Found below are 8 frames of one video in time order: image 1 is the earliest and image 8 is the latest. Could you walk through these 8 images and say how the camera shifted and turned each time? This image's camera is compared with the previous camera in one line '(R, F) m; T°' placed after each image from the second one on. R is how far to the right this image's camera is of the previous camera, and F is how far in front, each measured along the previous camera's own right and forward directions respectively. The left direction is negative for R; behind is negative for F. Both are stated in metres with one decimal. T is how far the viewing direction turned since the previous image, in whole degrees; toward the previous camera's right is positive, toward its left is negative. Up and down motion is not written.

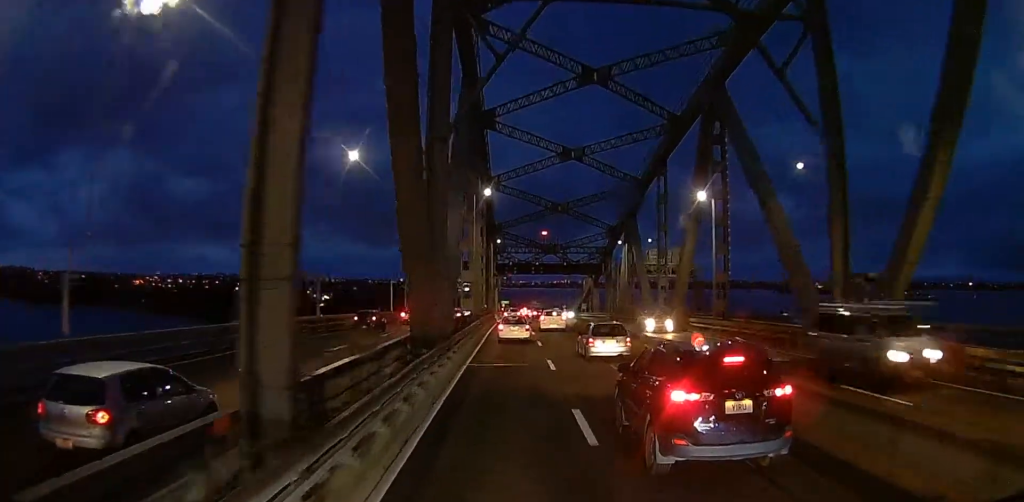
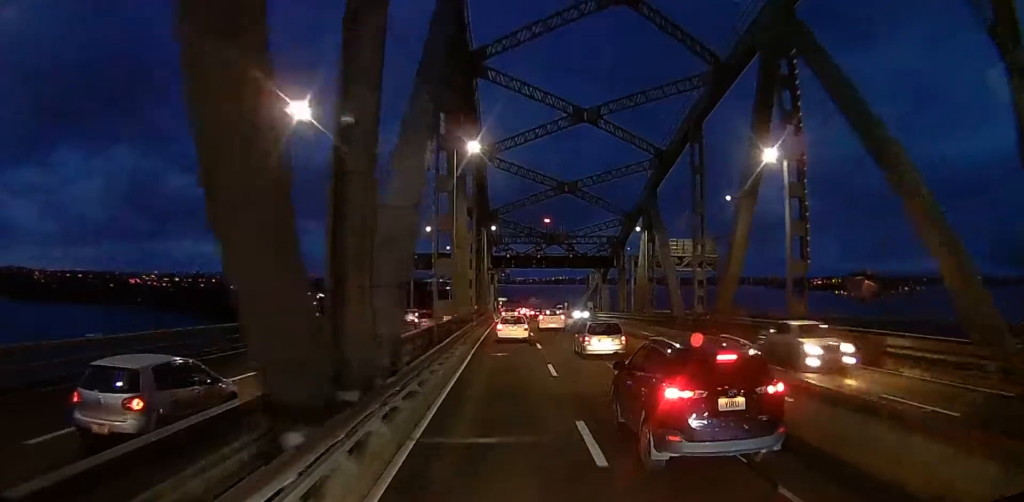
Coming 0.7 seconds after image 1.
(-0.2, +11.6) m; -1°
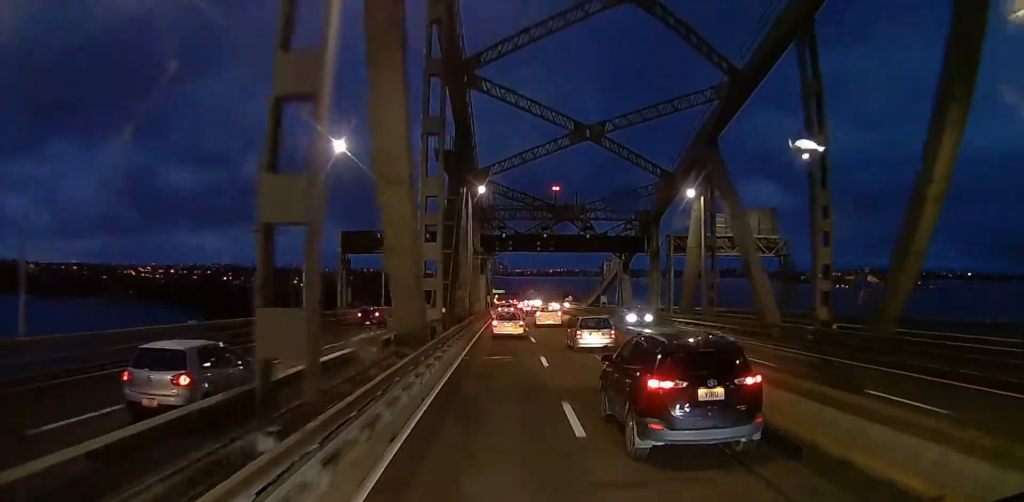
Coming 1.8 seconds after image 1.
(0.0, +19.0) m; 0°
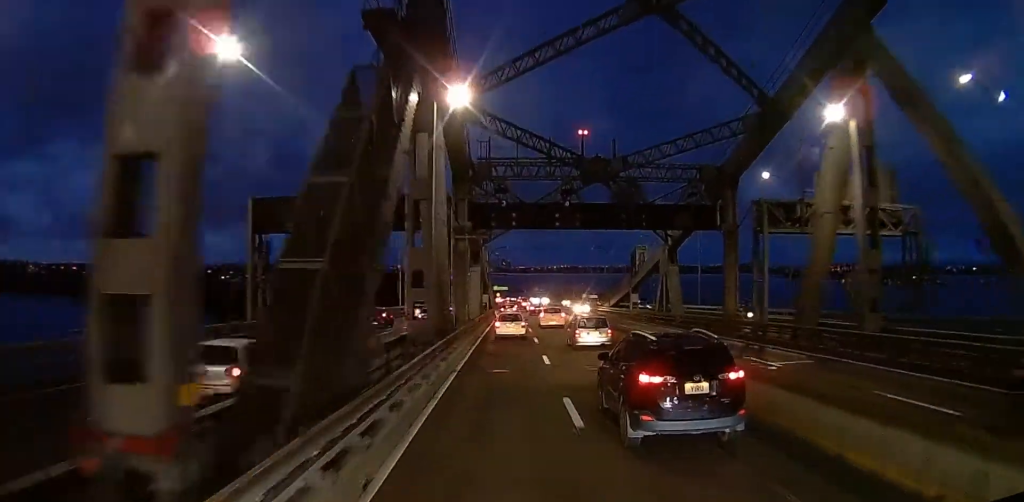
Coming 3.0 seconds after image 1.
(0.0, +19.7) m; +1°
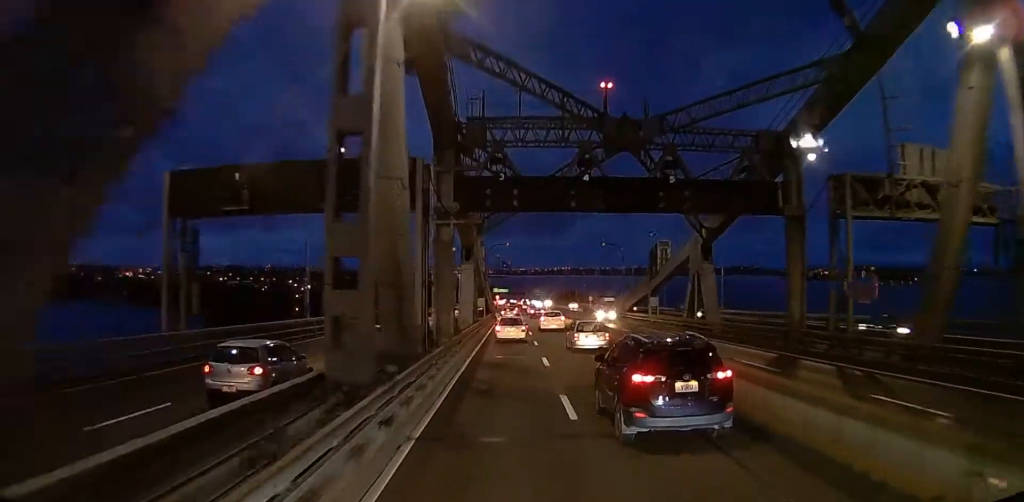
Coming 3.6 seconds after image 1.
(0.0, +9.1) m; +1°
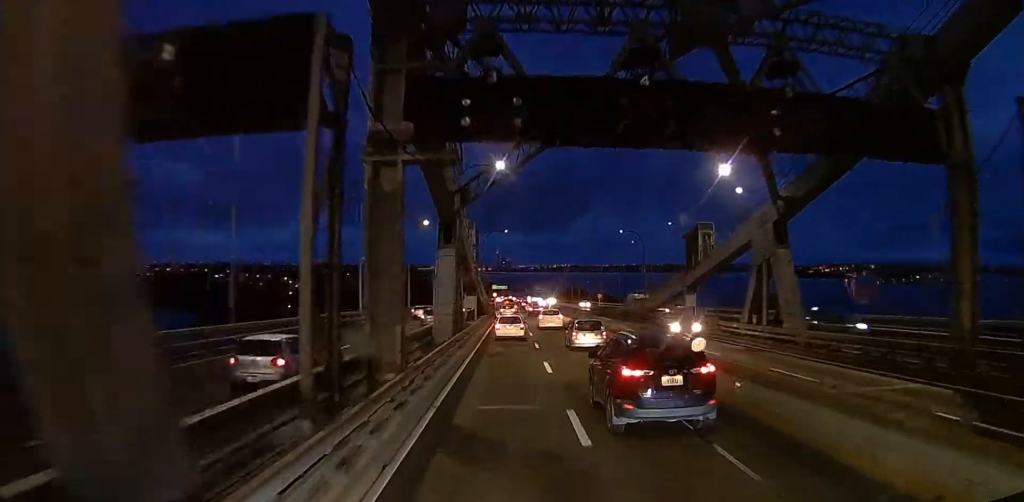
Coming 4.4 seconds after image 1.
(+0.6, +11.9) m; -1°
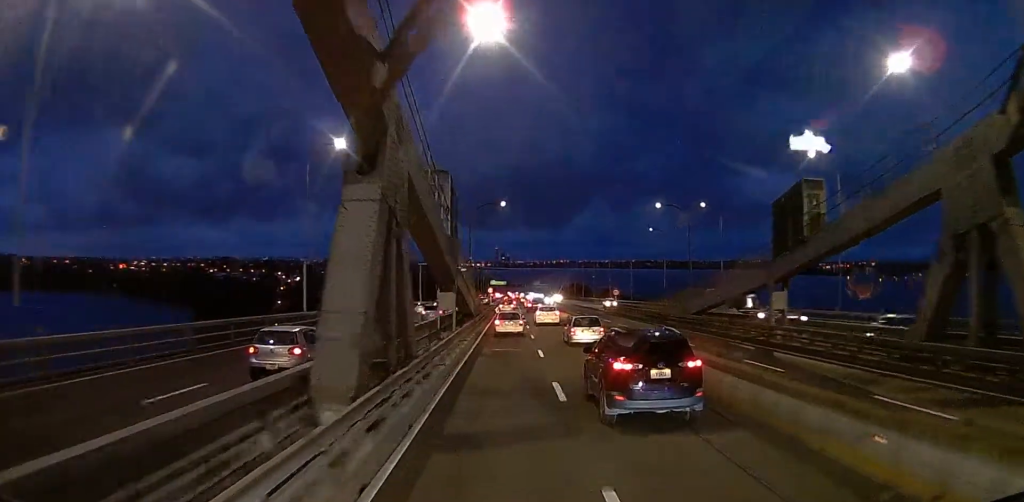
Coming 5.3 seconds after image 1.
(-0.9, +14.9) m; -2°
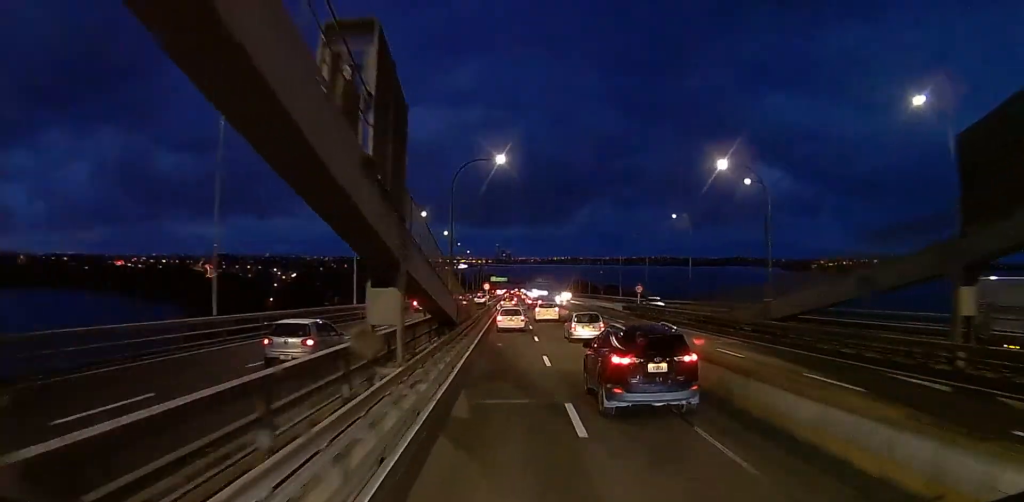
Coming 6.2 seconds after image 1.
(+0.3, +13.5) m; +3°
